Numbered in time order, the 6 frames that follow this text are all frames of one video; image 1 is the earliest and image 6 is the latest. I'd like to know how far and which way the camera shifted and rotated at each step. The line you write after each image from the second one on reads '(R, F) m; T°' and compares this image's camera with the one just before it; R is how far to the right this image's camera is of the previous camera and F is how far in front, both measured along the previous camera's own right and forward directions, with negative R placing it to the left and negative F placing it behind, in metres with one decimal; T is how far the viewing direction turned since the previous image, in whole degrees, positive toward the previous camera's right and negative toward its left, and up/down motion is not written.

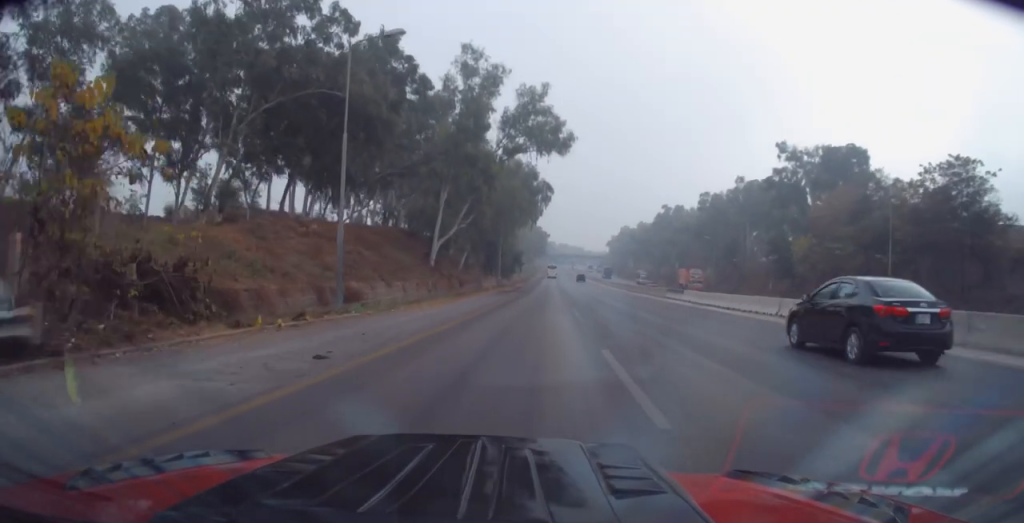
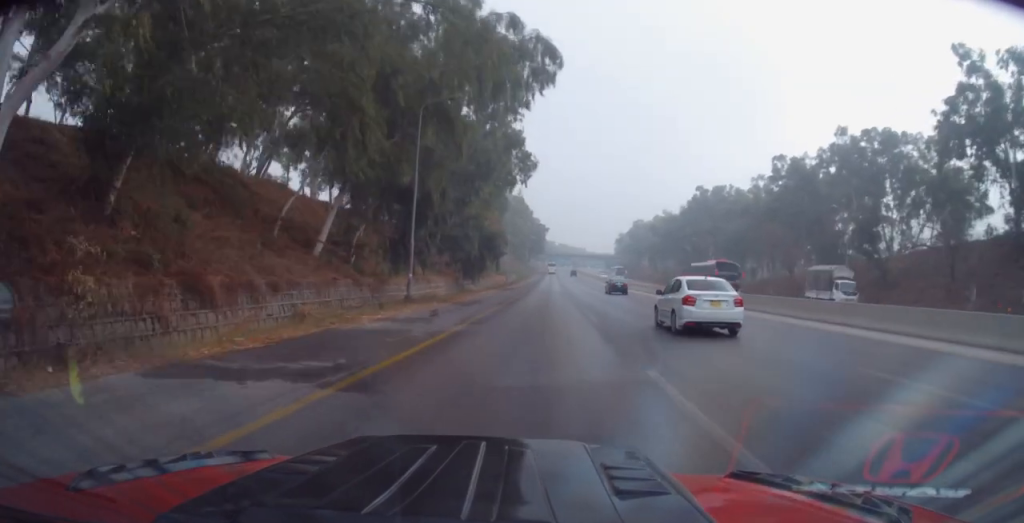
(+2.5, +50.6) m; +1°
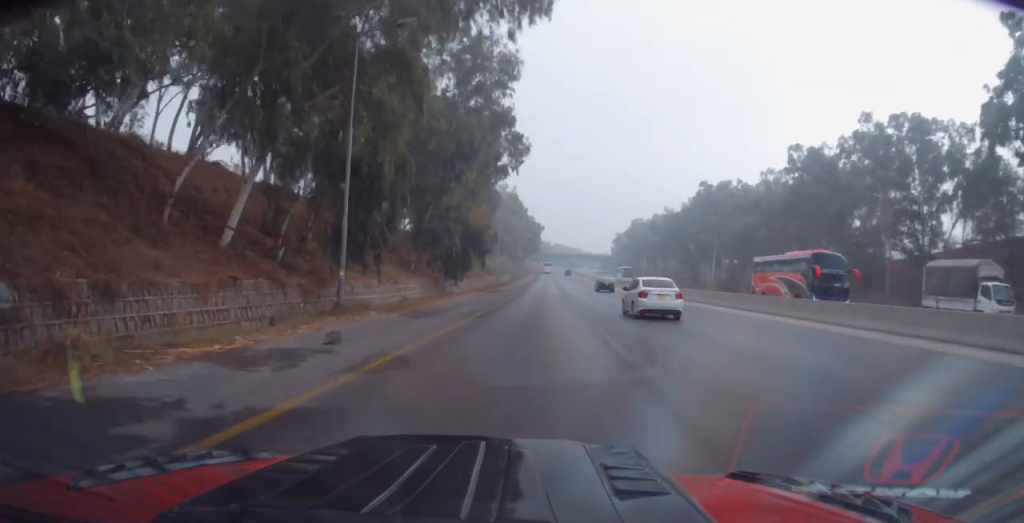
(0.0, +8.9) m; +1°
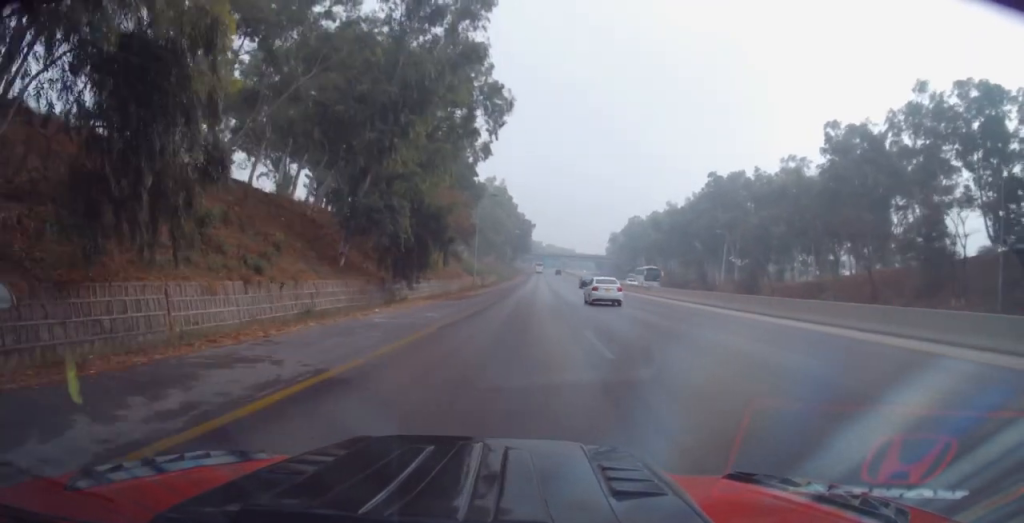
(+0.2, +15.7) m; +1°
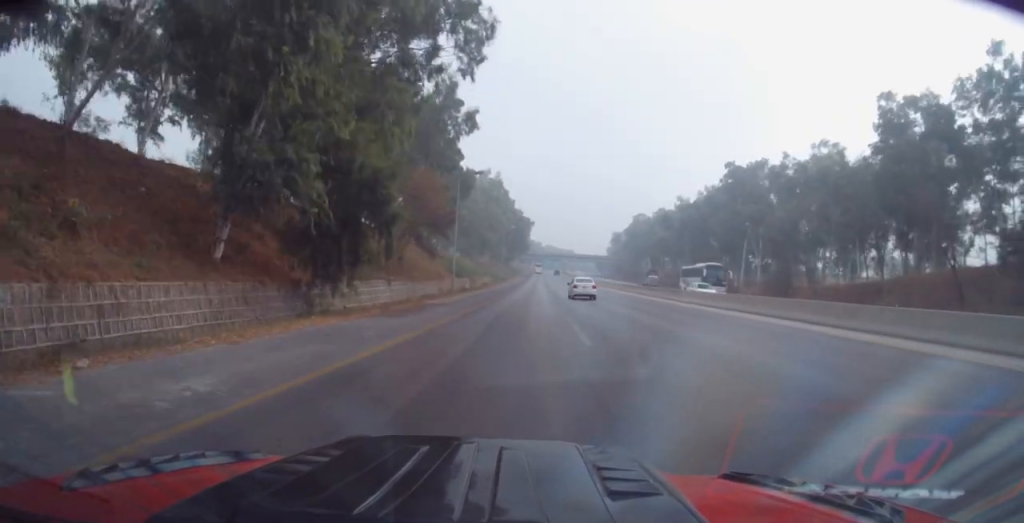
(+0.2, +14.2) m; 0°
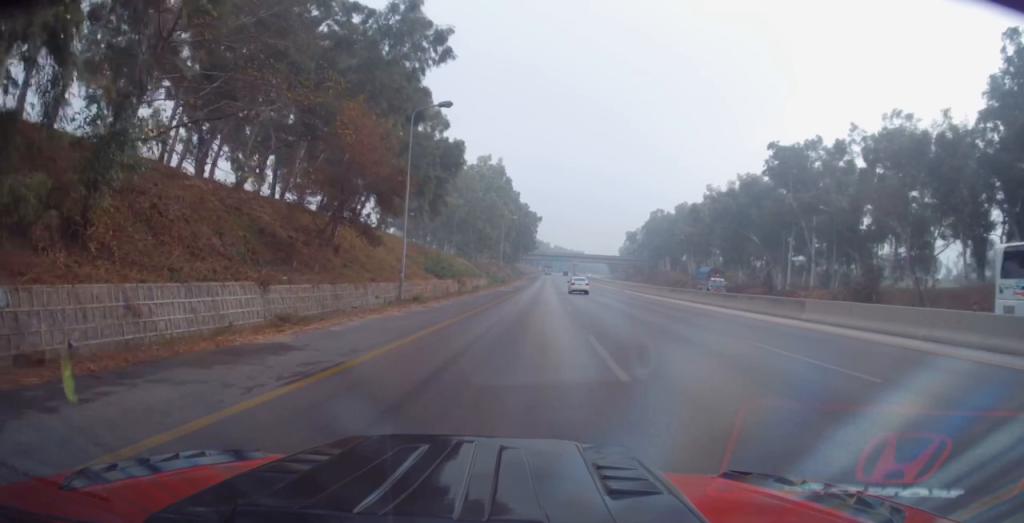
(-0.4, +20.5) m; -2°
